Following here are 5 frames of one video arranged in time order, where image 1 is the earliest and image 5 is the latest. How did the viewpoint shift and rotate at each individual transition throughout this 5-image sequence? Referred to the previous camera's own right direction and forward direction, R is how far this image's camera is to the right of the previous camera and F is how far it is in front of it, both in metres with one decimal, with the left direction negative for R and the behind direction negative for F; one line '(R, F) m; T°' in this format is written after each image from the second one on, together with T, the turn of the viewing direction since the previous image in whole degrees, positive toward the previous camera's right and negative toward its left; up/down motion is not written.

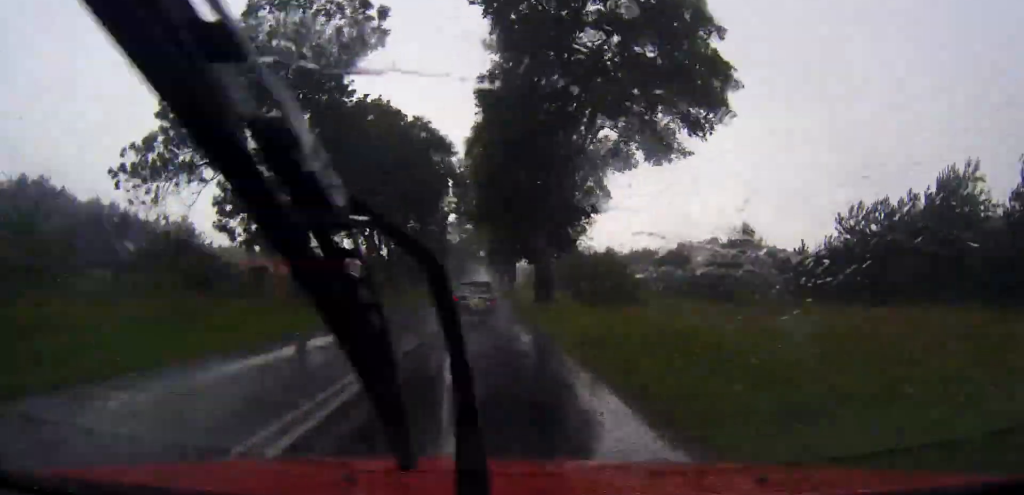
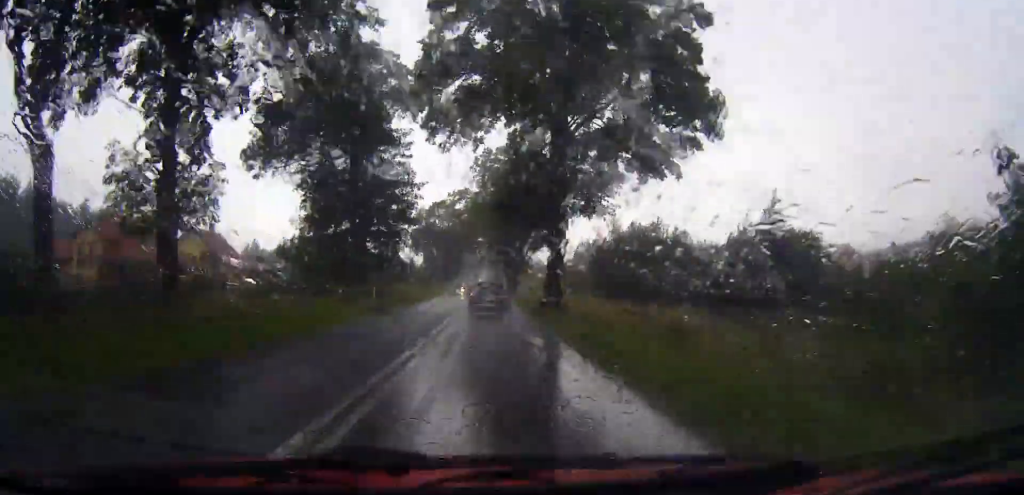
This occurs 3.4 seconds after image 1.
(+0.1, +51.5) m; 0°
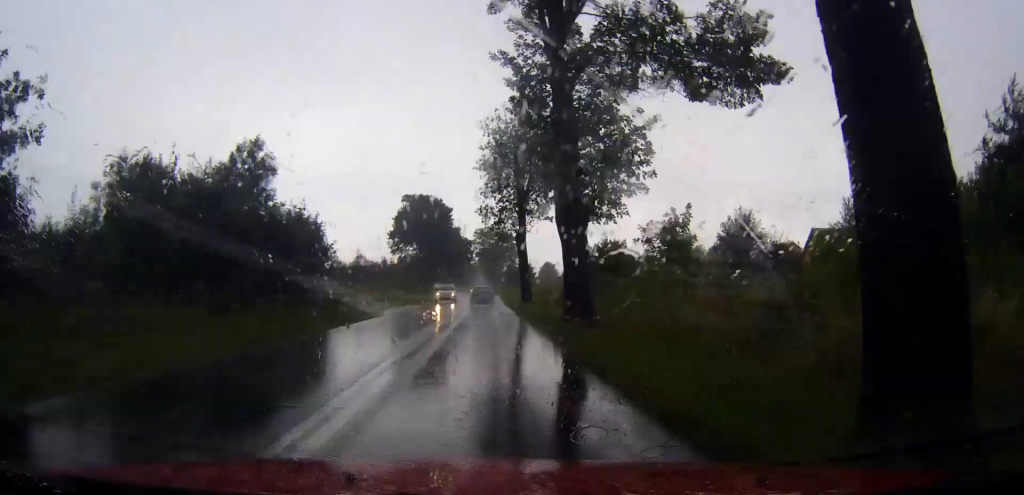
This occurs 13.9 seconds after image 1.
(-1.0, +164.0) m; 0°
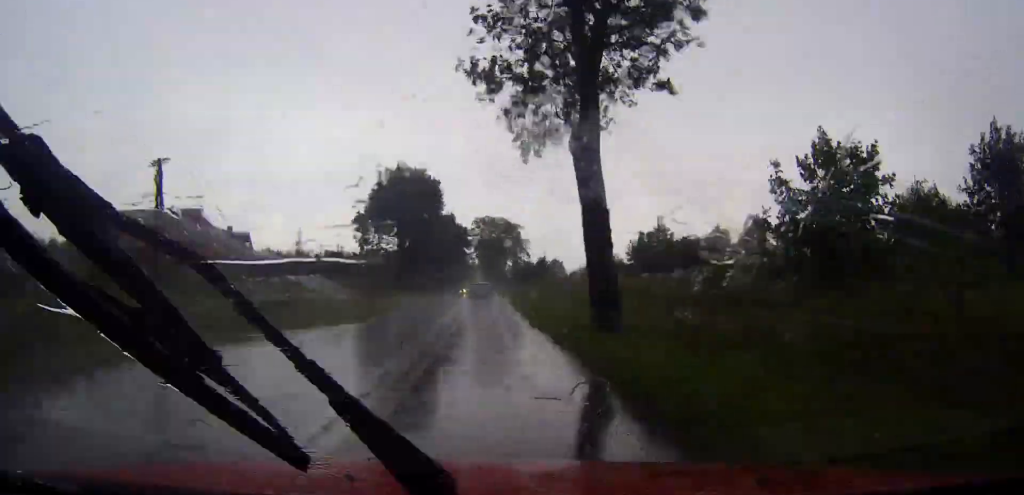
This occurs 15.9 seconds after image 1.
(0.0, +31.9) m; 0°
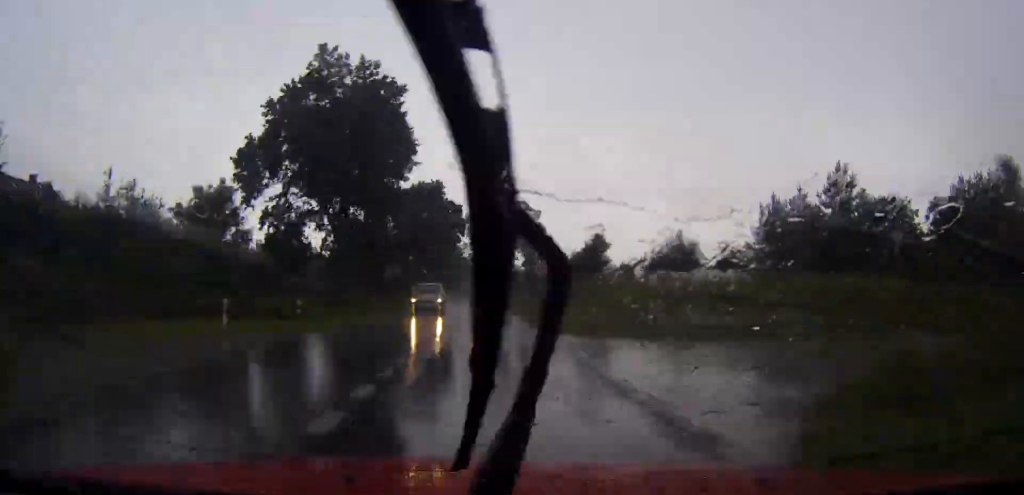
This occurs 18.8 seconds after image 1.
(-0.1, +46.8) m; 0°
